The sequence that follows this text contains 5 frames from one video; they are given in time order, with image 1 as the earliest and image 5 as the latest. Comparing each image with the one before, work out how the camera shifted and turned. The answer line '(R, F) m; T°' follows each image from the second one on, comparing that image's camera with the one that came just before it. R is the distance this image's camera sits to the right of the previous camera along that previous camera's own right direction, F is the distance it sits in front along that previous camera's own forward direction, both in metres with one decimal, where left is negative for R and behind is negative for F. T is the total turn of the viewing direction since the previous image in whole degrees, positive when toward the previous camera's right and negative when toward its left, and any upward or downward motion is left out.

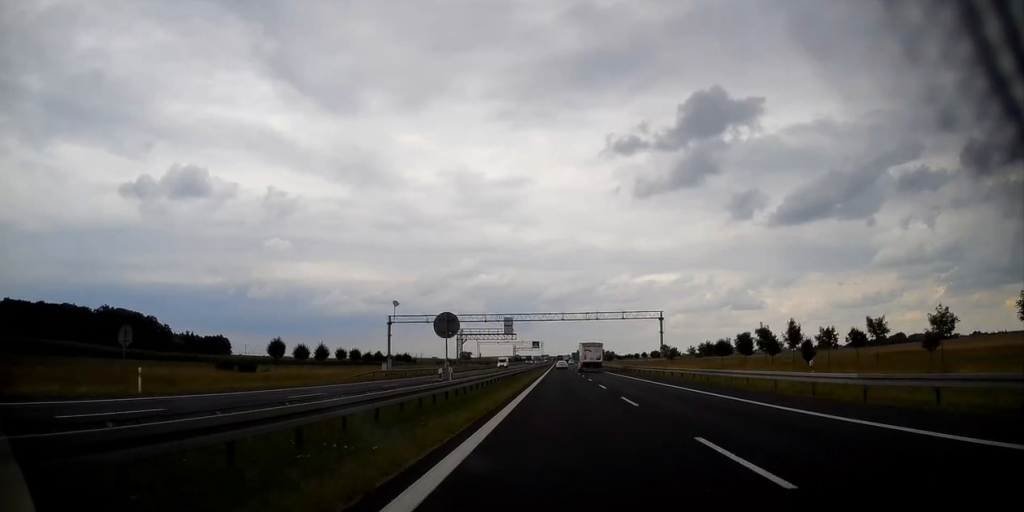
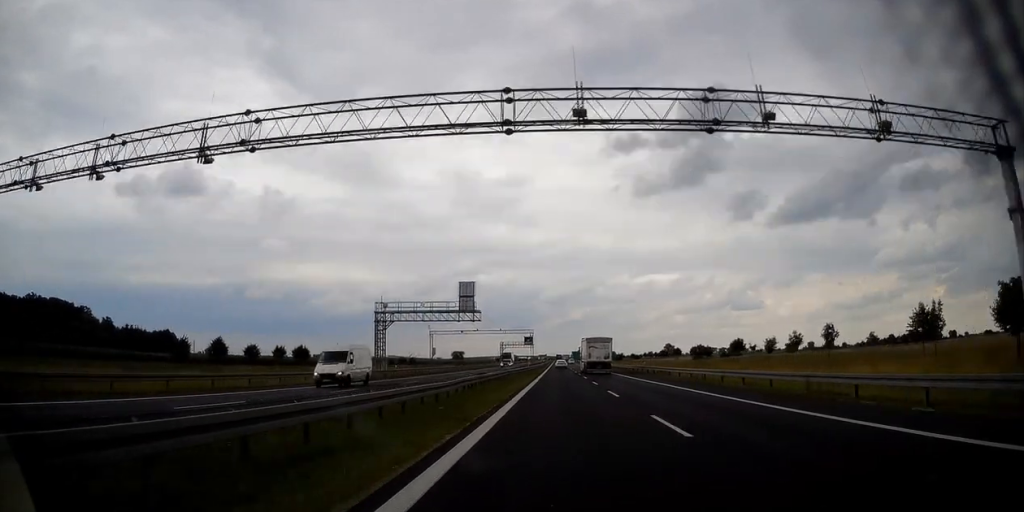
(0.0, +54.6) m; 0°
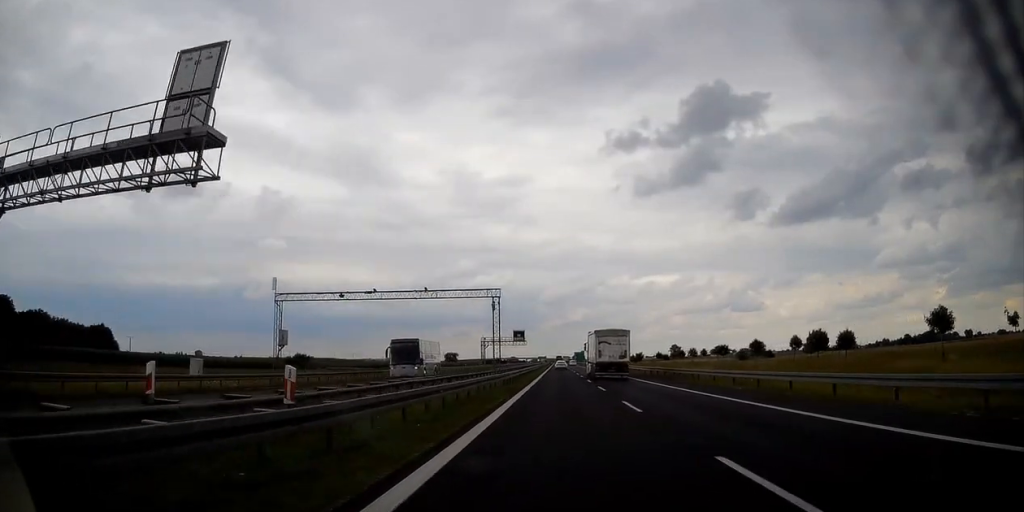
(0.0, +54.7) m; 0°
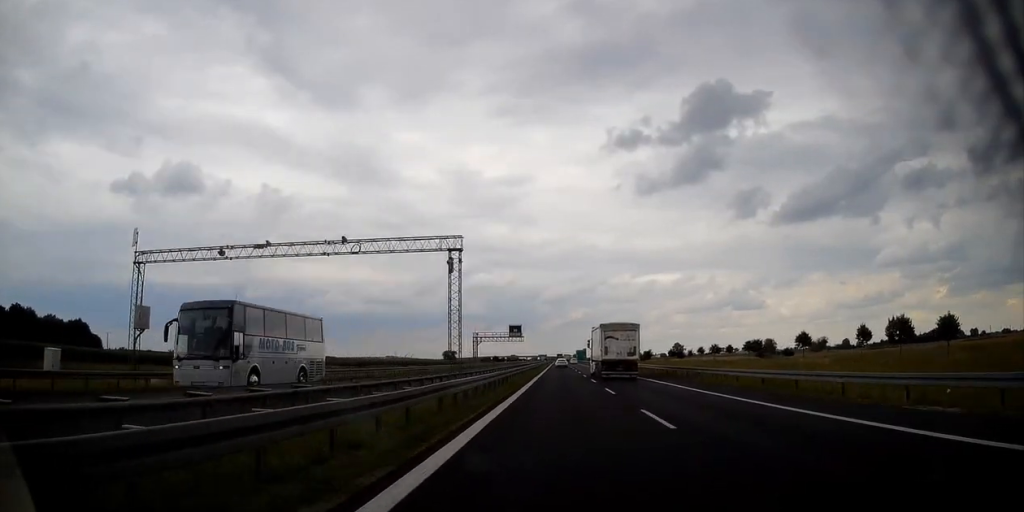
(0.0, +16.6) m; 0°
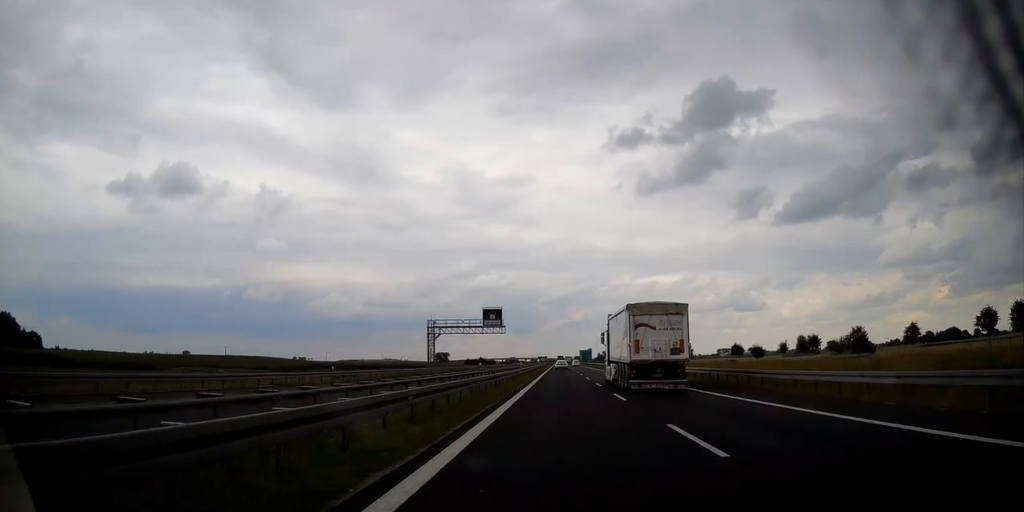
(-0.1, +51.9) m; 0°
